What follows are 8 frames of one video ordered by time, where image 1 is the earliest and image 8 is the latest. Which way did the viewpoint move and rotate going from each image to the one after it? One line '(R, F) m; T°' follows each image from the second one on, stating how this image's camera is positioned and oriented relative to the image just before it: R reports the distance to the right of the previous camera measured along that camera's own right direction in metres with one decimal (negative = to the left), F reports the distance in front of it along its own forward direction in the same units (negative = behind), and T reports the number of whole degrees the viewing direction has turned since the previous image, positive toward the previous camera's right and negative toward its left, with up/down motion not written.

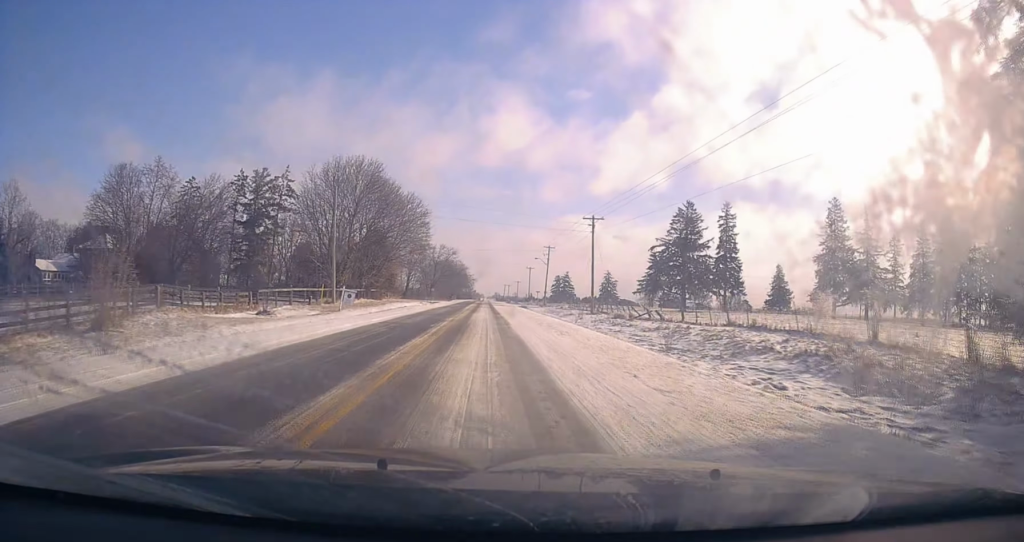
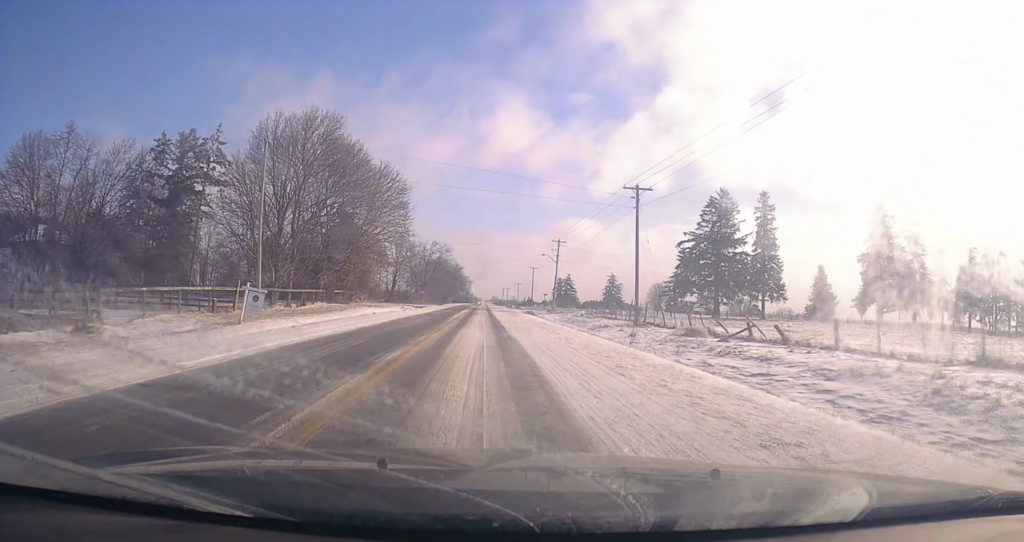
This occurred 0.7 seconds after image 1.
(-0.1, +17.9) m; -1°
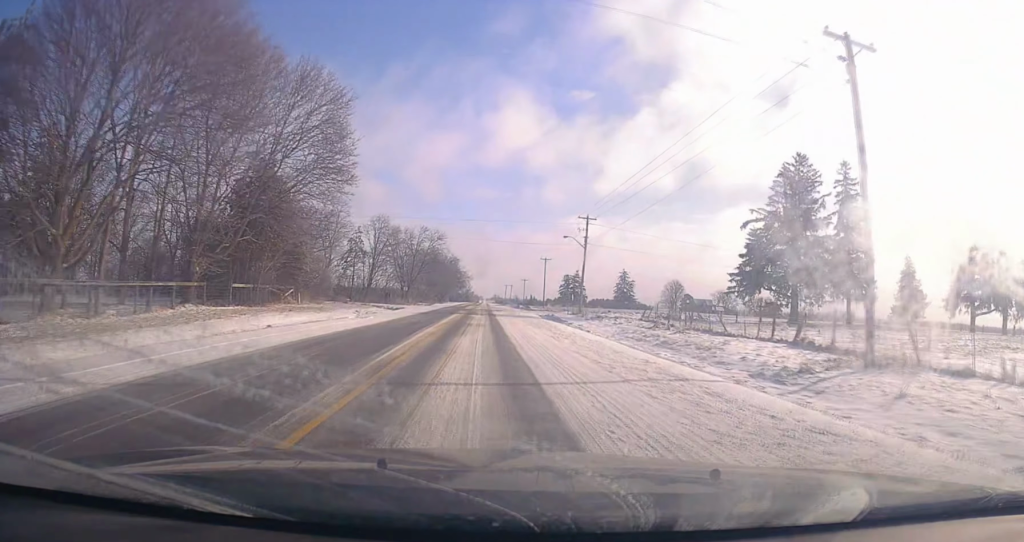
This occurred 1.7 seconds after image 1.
(-0.4, +25.3) m; +1°
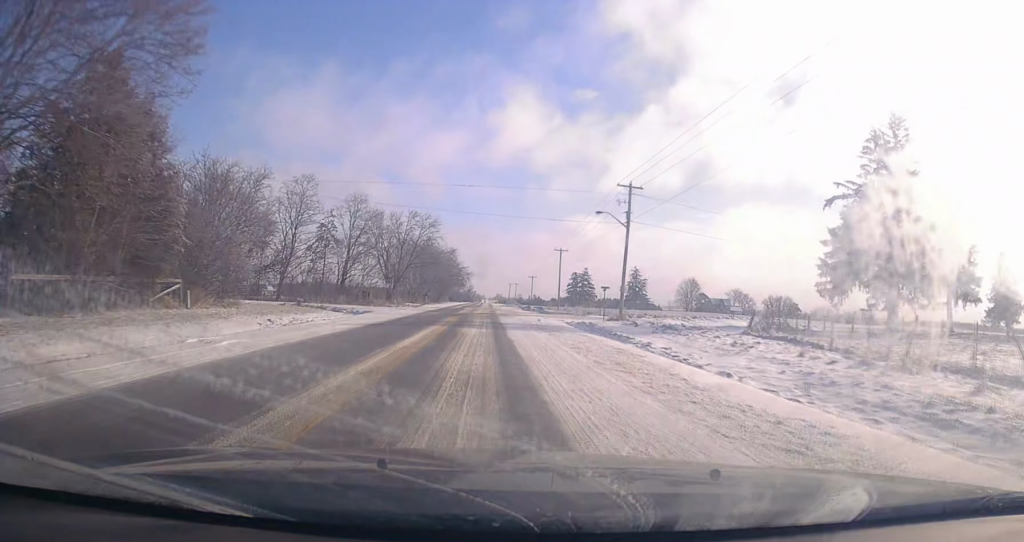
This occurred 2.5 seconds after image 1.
(+0.6, +19.1) m; 0°
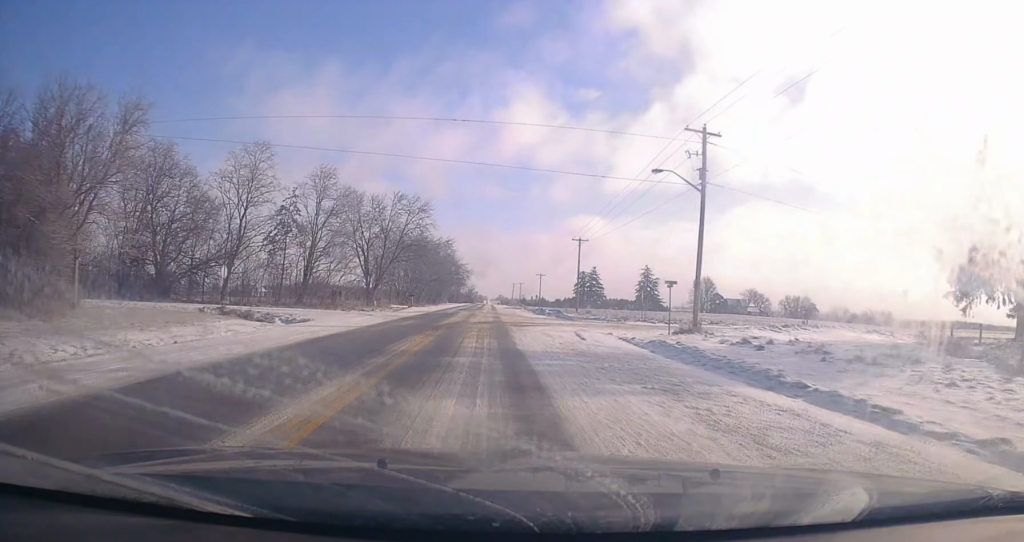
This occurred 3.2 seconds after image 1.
(0.0, +16.3) m; 0°
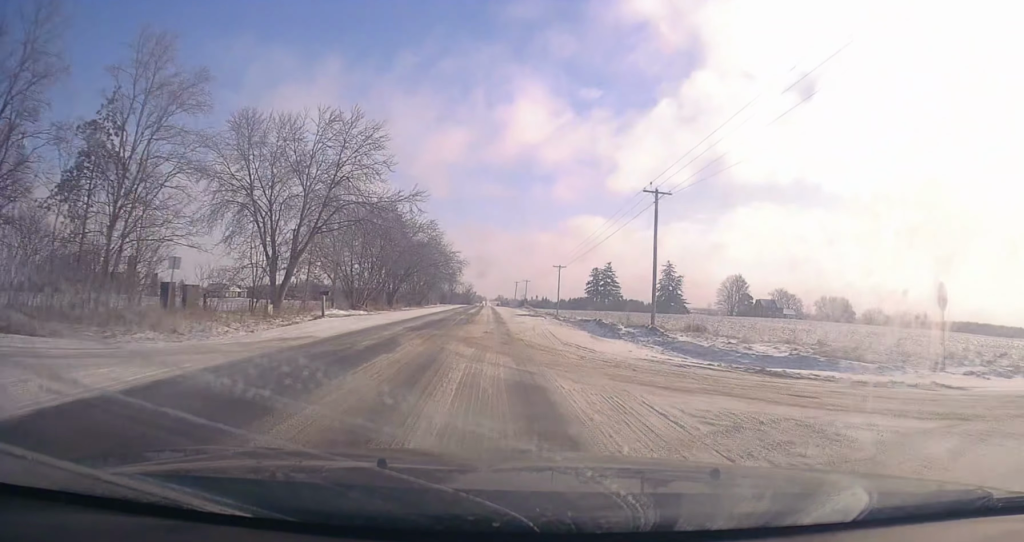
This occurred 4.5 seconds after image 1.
(-0.4, +33.4) m; -2°
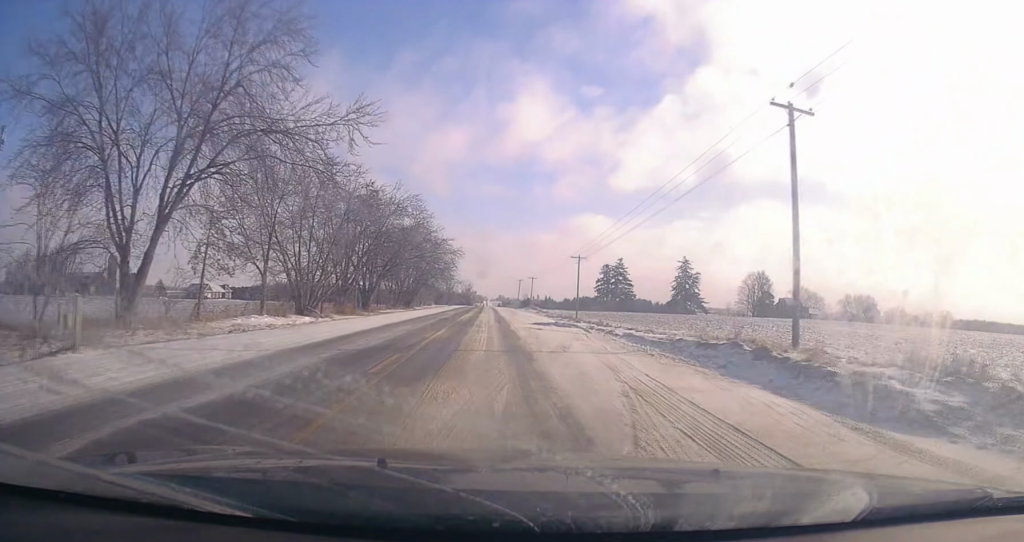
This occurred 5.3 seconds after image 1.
(-0.2, +18.6) m; 0°
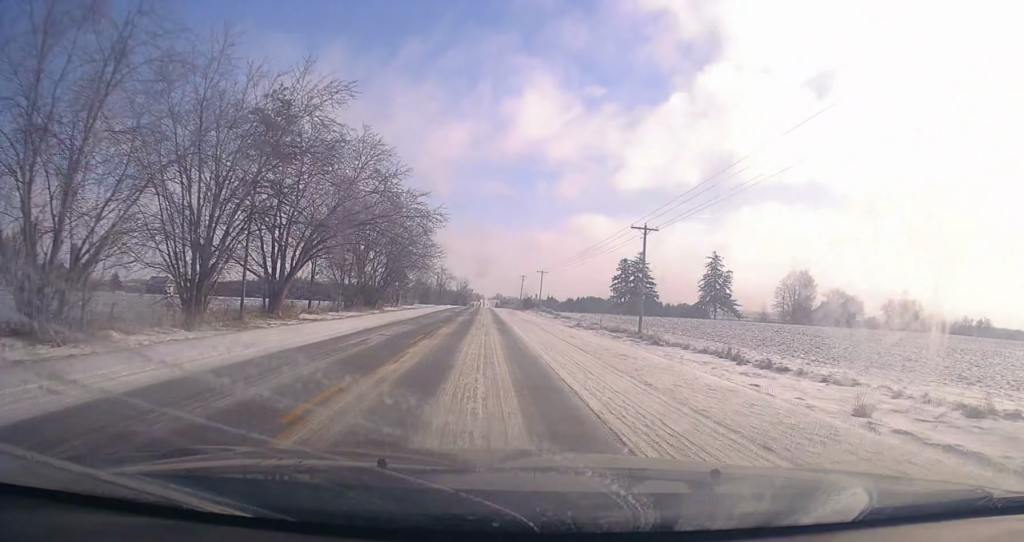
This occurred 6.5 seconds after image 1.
(+0.7, +30.8) m; +3°
